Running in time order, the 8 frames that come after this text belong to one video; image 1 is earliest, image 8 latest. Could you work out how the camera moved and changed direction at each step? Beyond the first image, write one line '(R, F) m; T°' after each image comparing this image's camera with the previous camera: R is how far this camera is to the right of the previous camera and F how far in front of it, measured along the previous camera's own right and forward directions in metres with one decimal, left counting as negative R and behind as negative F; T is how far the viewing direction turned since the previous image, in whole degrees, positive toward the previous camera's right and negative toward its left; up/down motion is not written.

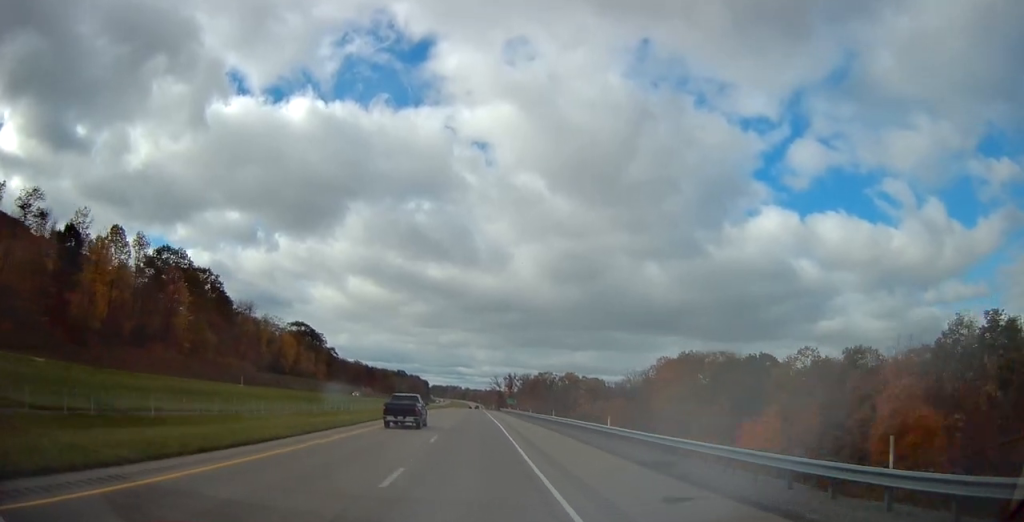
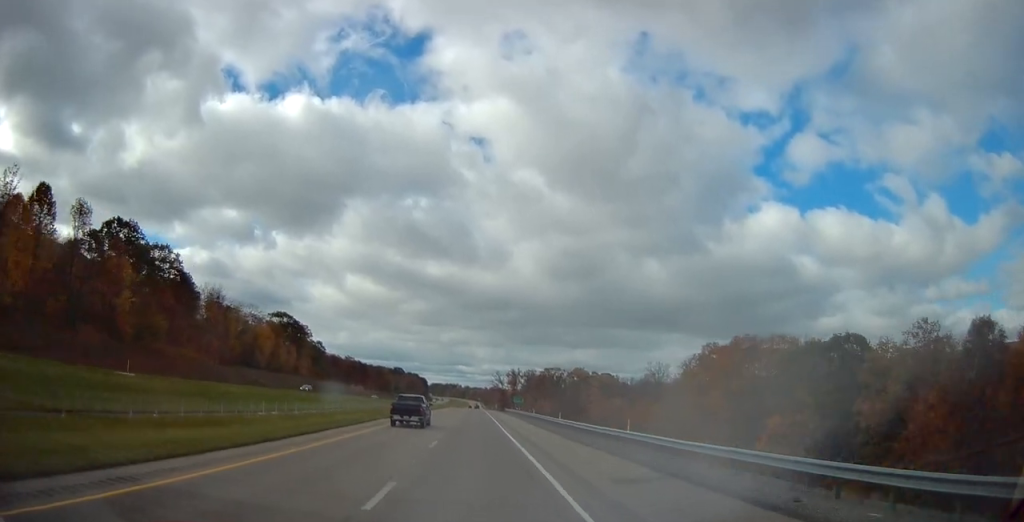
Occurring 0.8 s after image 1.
(0.0, +26.6) m; 0°
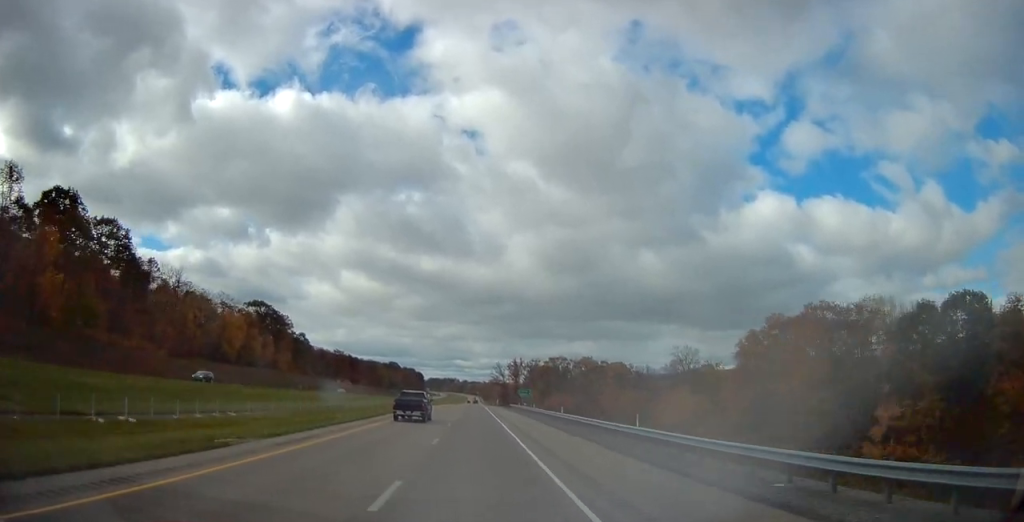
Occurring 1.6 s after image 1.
(+0.1, +24.5) m; 0°
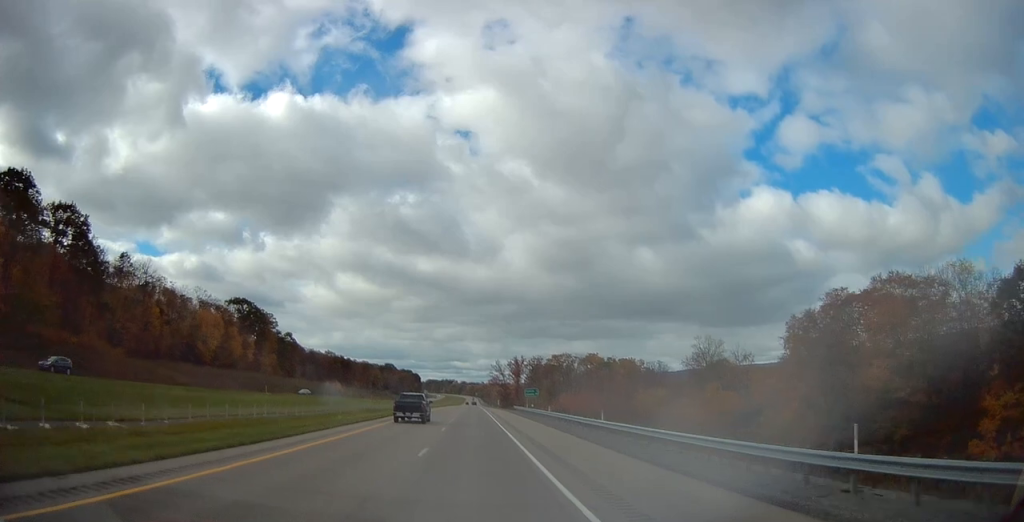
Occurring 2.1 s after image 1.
(-0.2, +16.1) m; 0°
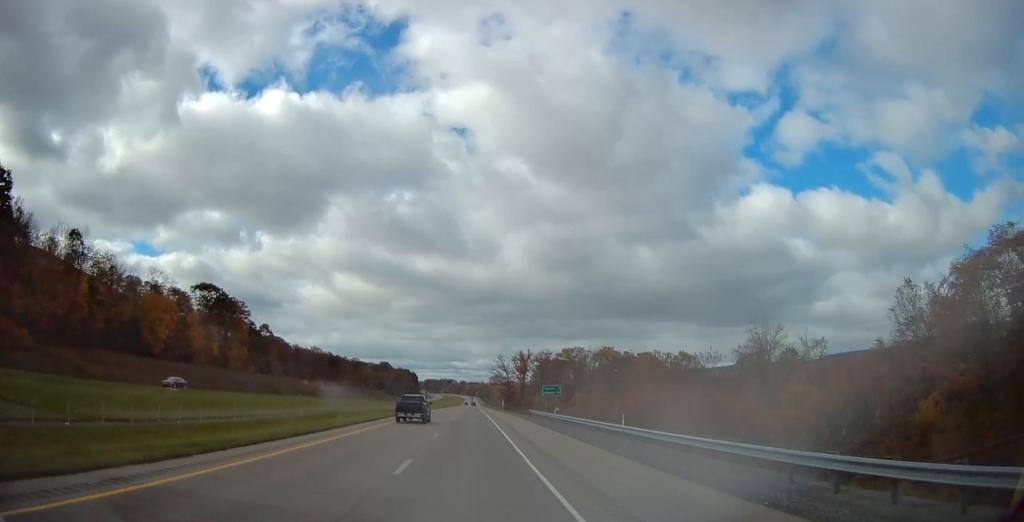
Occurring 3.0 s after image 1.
(+0.1, +28.0) m; 0°
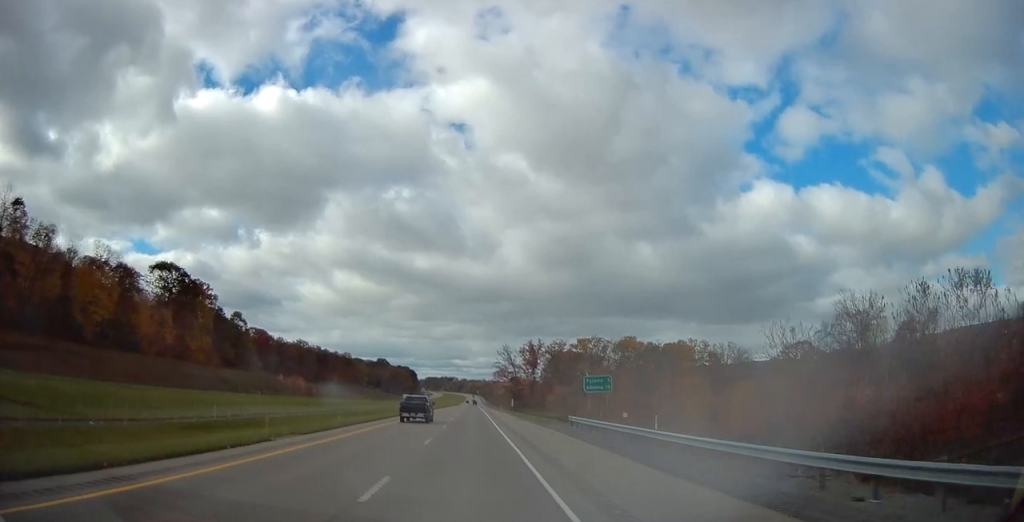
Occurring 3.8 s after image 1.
(+0.1, +28.1) m; 0°
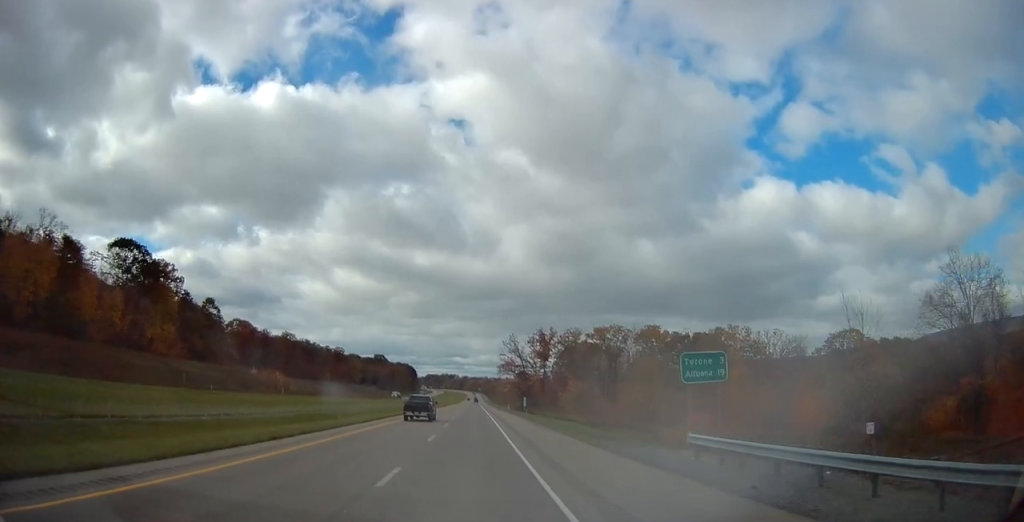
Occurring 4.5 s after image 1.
(-0.1, +22.8) m; 0°
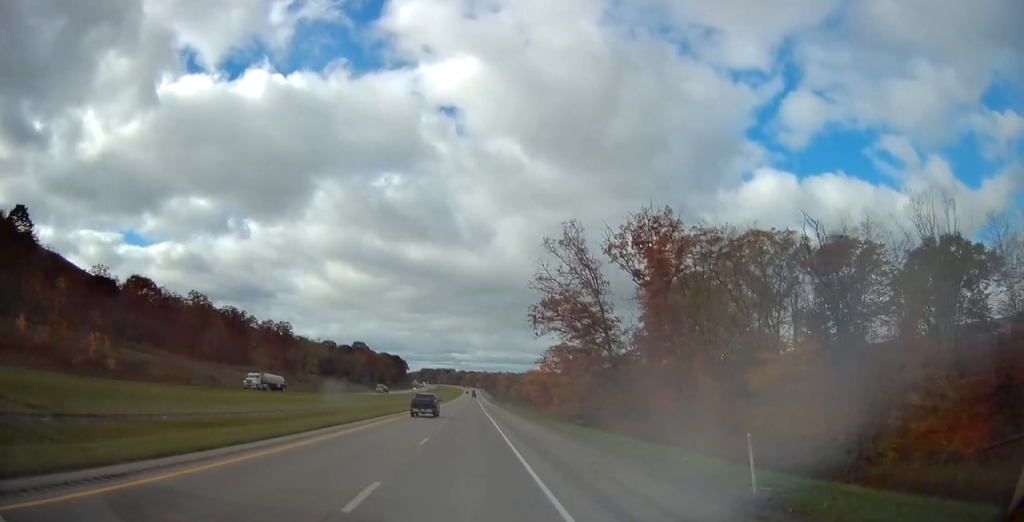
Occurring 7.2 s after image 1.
(-0.1, +87.3) m; 0°
